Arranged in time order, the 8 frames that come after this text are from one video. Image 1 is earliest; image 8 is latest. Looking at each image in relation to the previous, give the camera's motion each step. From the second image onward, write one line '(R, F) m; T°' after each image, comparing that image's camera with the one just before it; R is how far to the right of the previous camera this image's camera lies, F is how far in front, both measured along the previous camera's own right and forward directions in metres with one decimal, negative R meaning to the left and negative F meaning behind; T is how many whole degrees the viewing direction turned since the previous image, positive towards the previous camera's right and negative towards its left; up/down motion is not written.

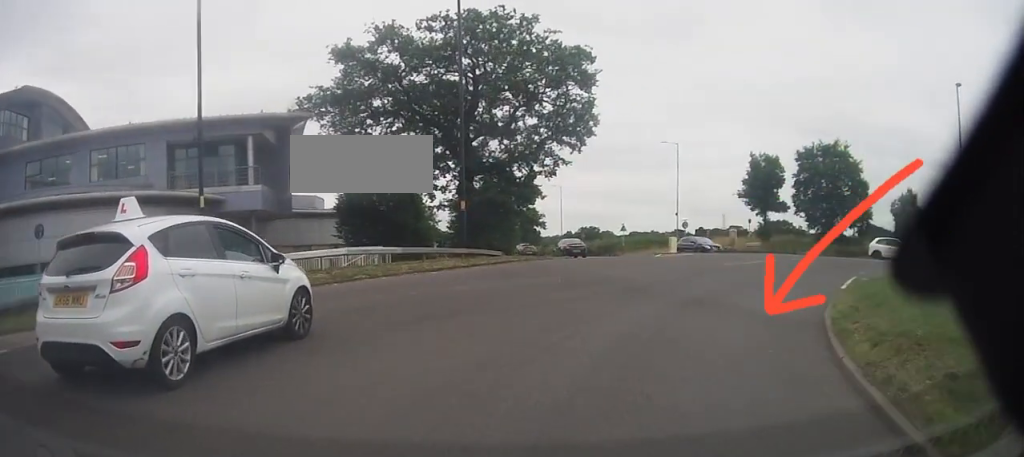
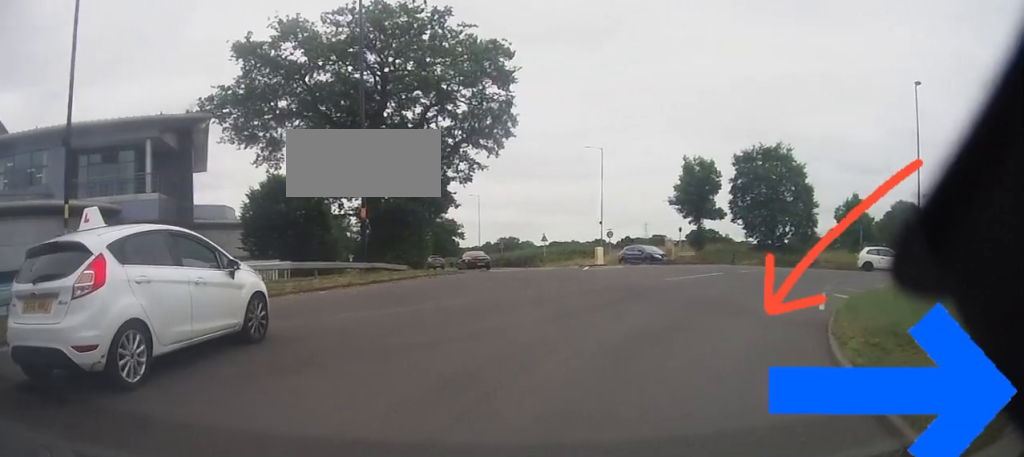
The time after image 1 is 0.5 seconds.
(+0.2, +3.0) m; +6°
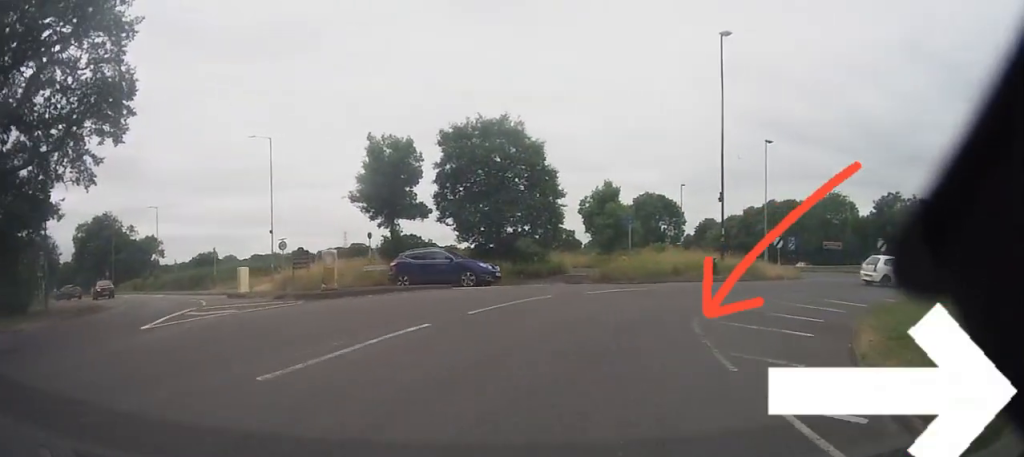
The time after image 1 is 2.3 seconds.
(+2.5, +10.9) m; +25°
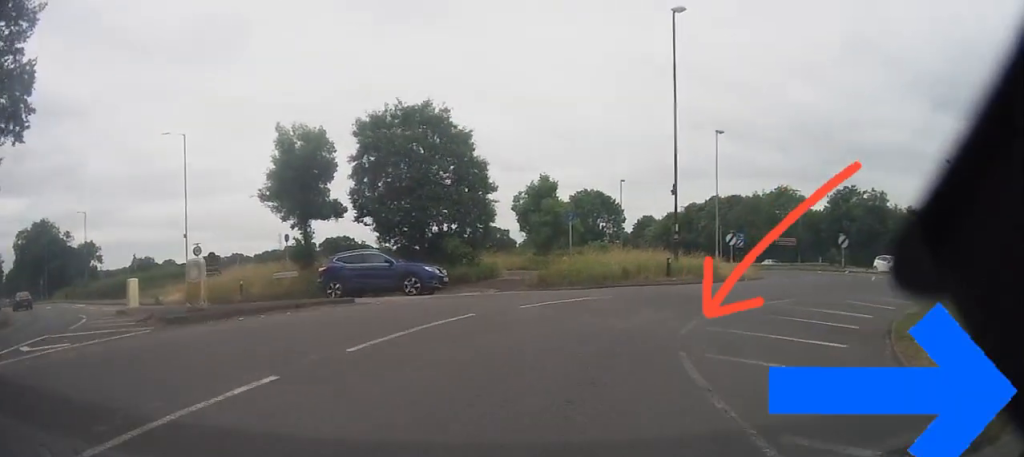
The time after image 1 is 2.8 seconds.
(+0.2, +3.4) m; +5°
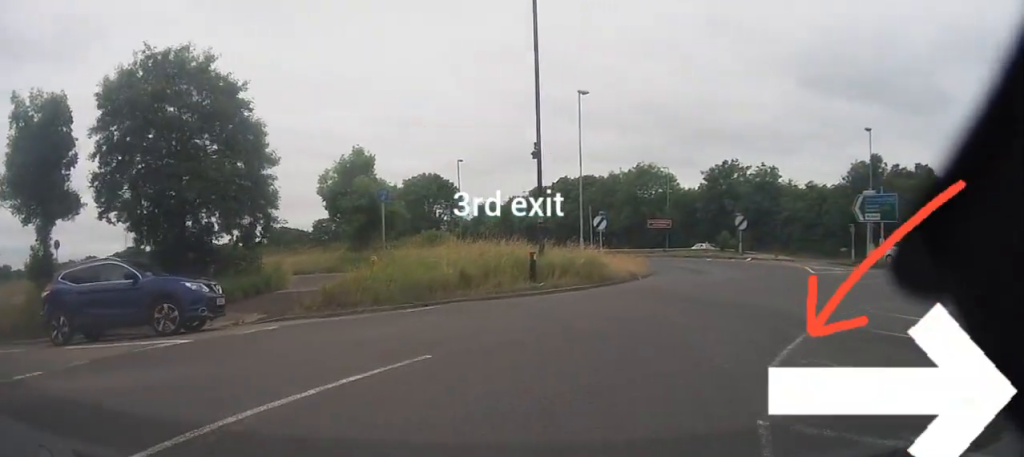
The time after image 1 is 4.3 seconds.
(+0.8, +9.0) m; +12°
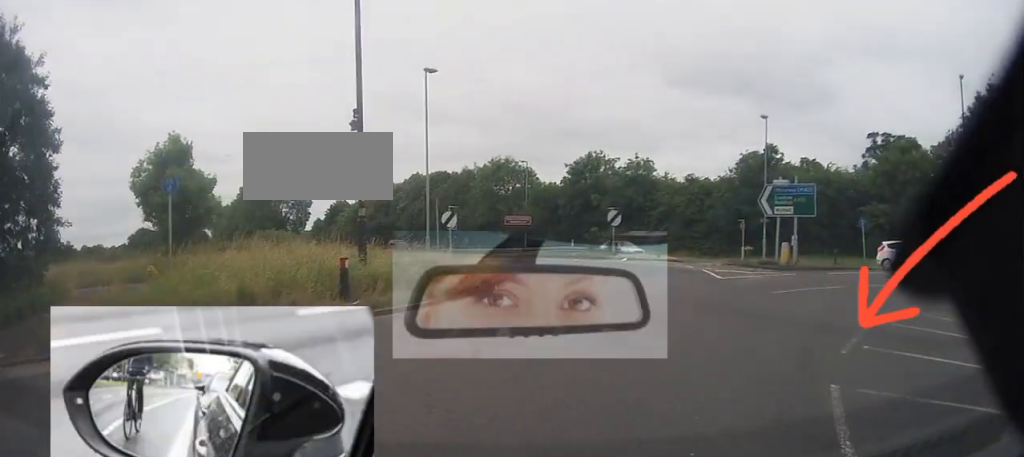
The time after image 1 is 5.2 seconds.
(+0.3, +4.8) m; +15°
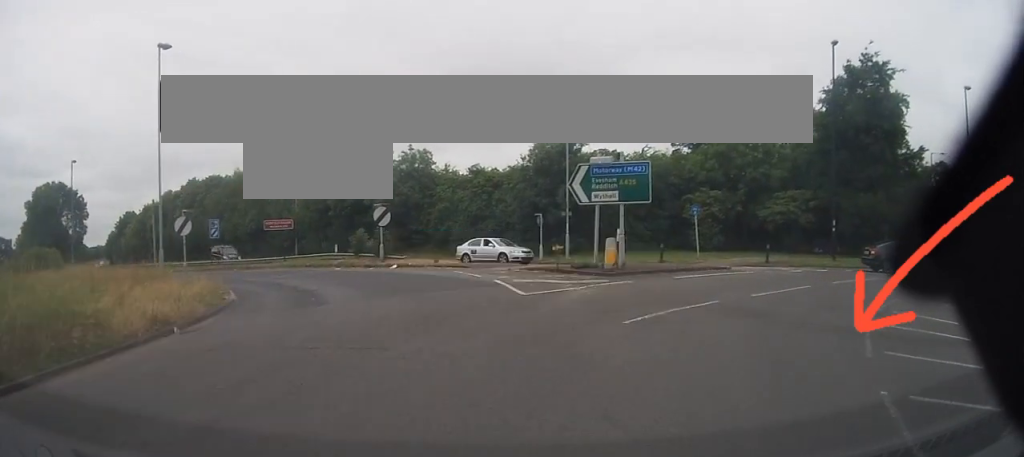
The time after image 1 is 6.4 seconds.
(+1.7, +6.4) m; +20°
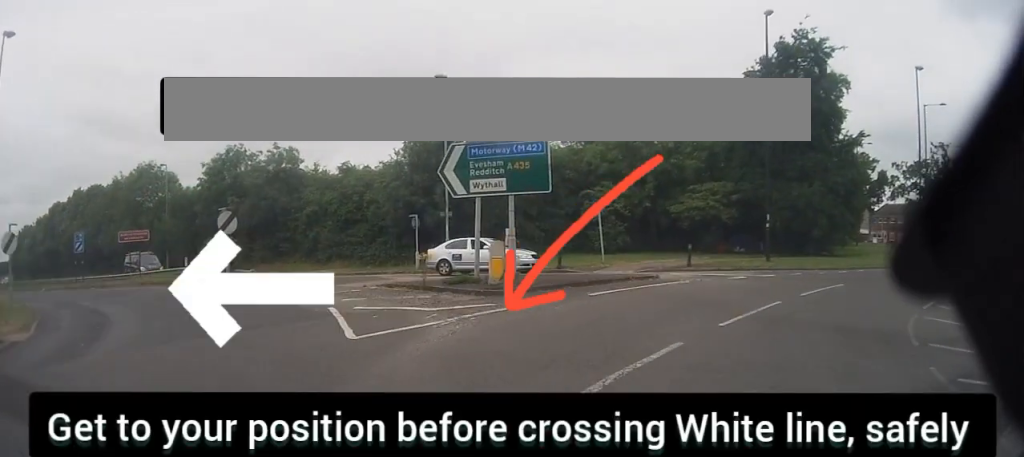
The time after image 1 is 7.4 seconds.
(+0.4, +5.2) m; +8°
